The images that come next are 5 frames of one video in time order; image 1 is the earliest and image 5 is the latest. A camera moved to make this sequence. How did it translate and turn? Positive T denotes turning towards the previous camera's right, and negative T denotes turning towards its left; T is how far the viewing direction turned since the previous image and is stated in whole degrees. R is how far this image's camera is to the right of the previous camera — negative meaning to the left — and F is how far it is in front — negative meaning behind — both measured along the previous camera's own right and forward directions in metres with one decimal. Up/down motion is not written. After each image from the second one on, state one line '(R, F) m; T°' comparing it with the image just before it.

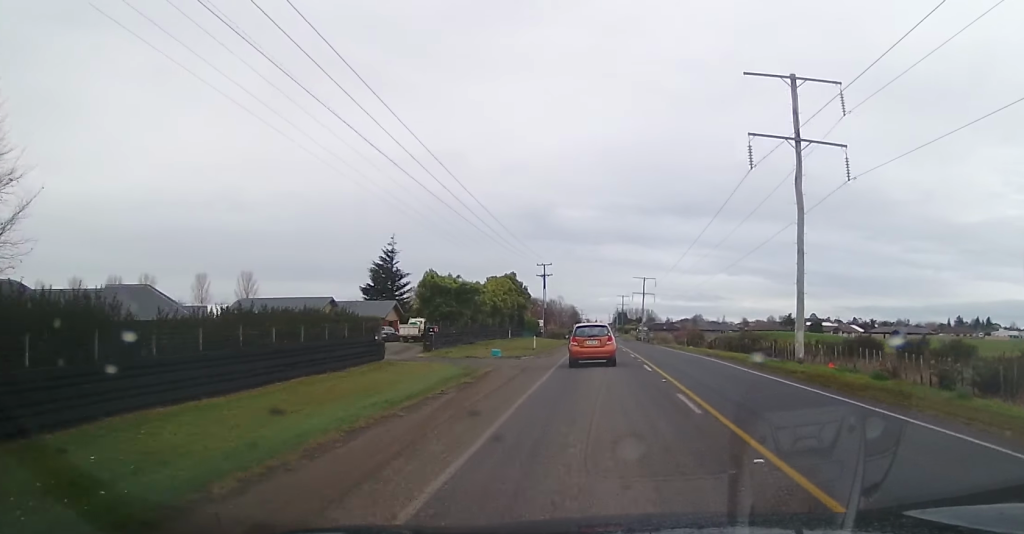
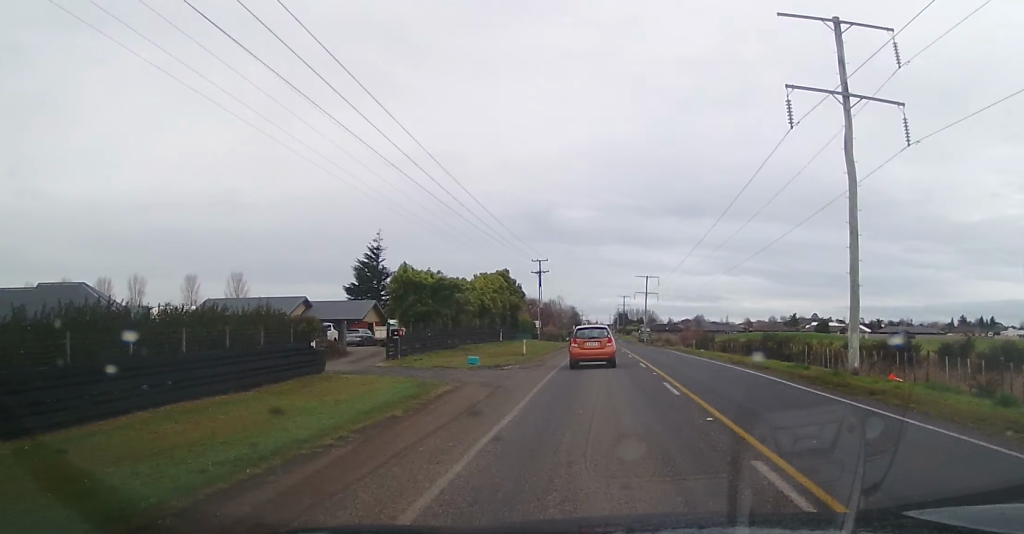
(-0.2, +7.3) m; 0°
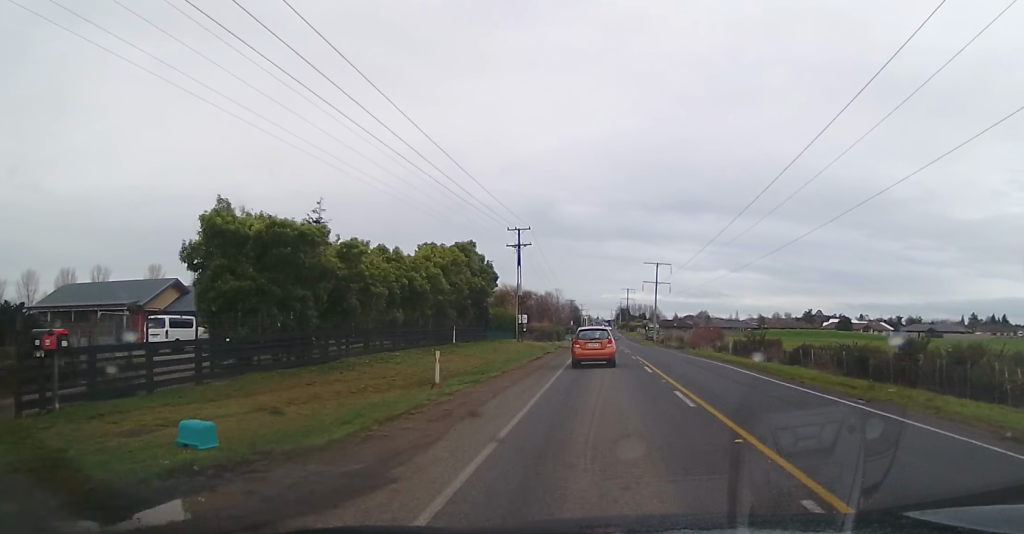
(+0.5, +22.9) m; +2°
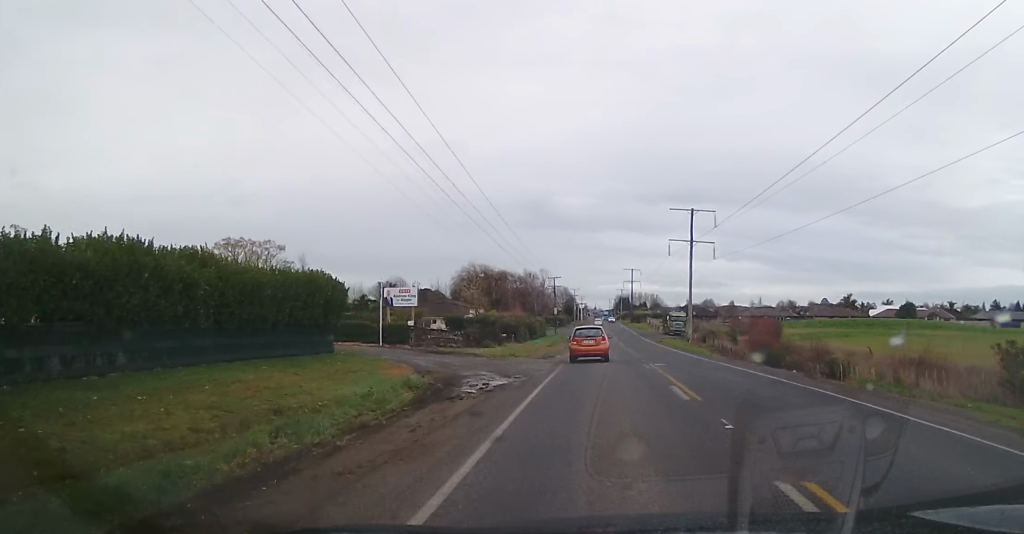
(-0.4, +50.9) m; -1°
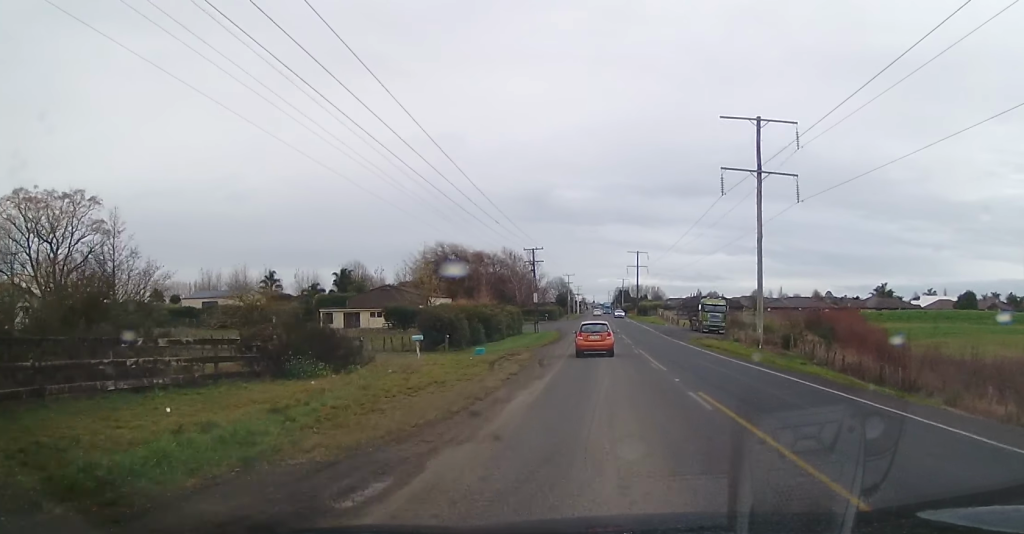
(+0.1, +31.8) m; +2°
